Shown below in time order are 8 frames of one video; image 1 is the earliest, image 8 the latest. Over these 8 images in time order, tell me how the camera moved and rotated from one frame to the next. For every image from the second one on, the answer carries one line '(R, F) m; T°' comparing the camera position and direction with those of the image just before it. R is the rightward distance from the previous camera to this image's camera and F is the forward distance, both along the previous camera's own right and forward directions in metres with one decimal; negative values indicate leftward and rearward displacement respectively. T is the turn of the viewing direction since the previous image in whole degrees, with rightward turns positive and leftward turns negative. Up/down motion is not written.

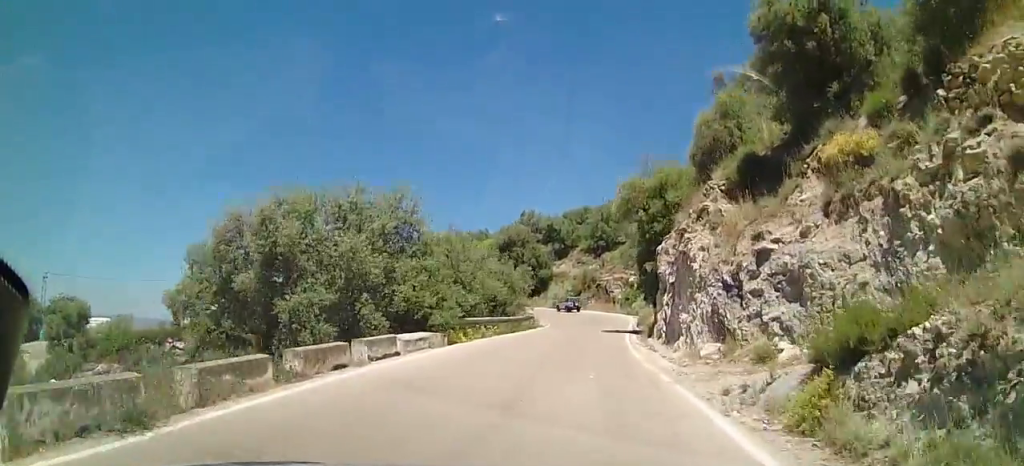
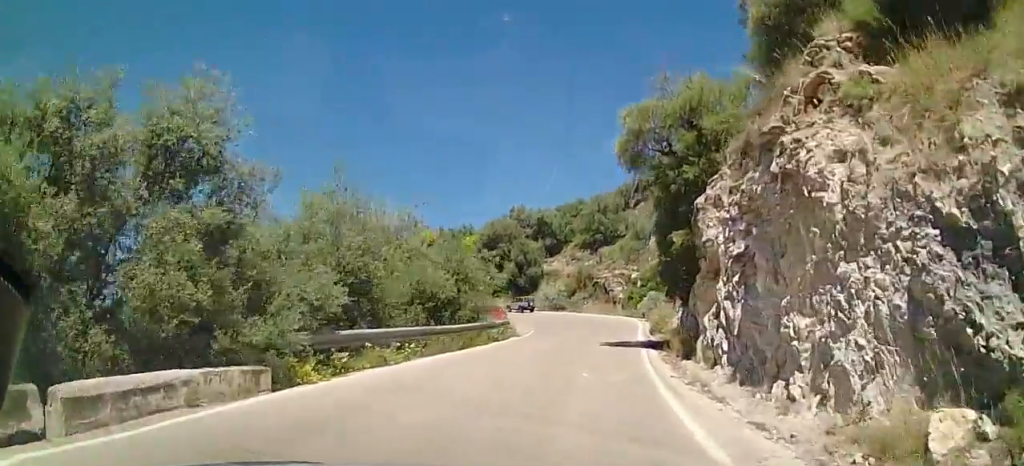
(0.0, +10.4) m; 0°
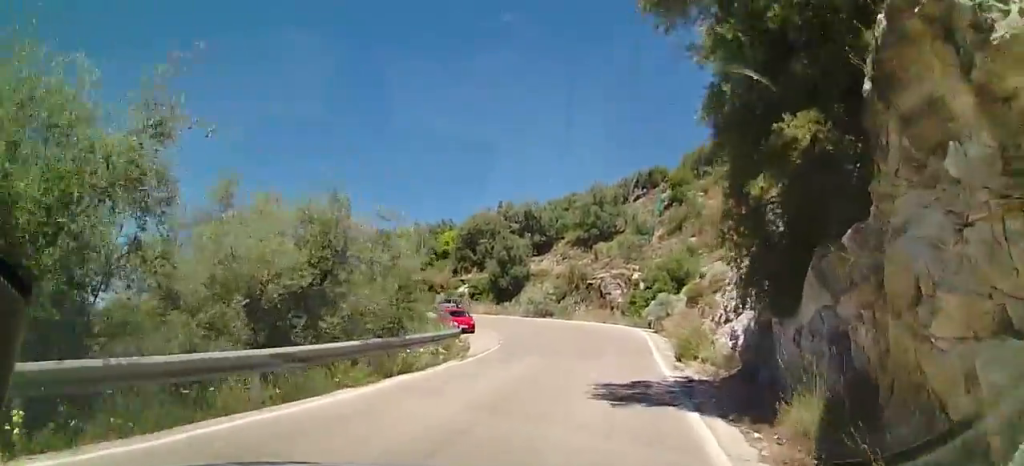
(0.0, +10.3) m; +1°
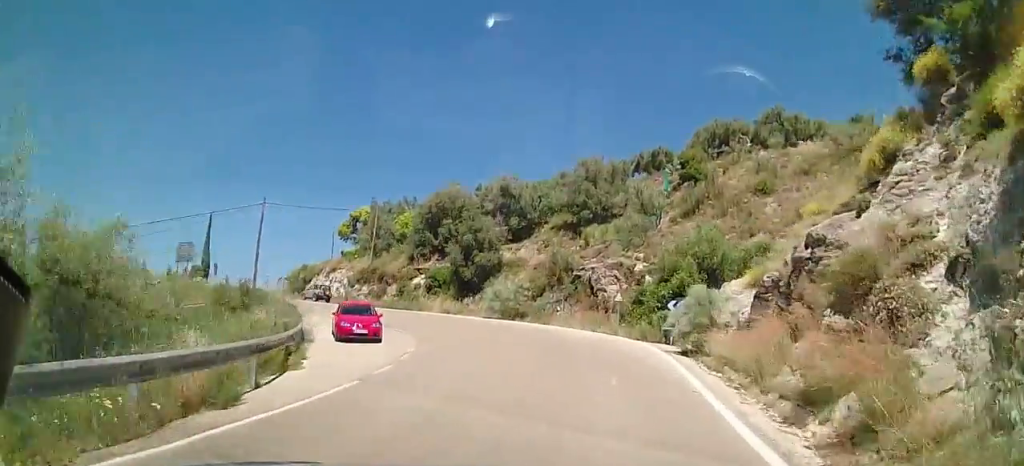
(+0.1, +14.4) m; 0°
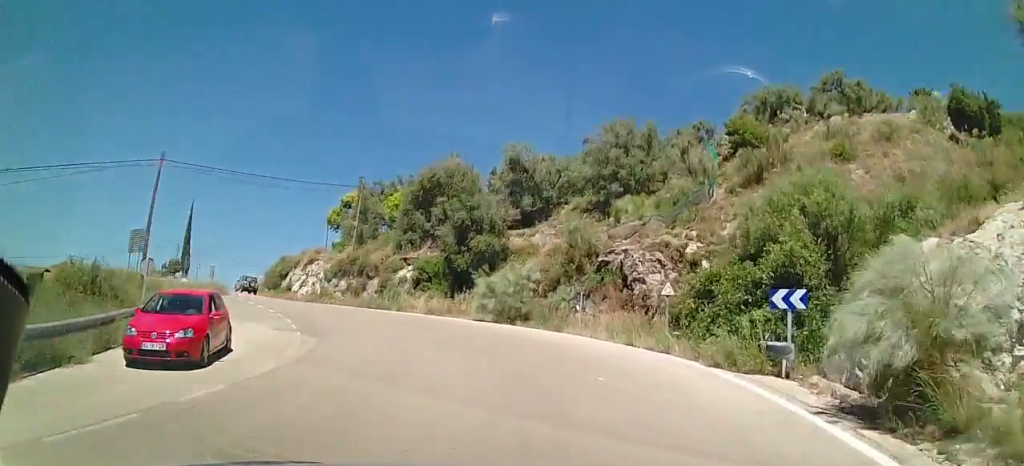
(0.0, +11.8) m; -3°
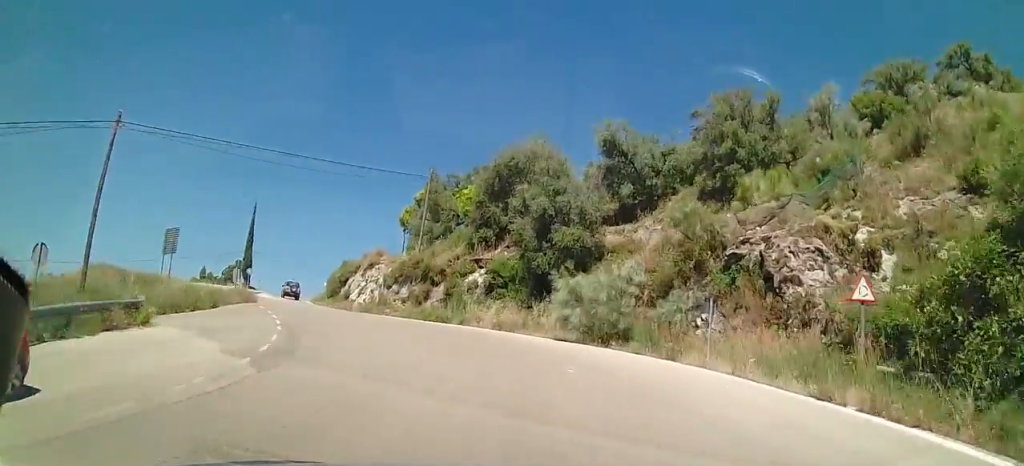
(-0.4, +8.6) m; -9°
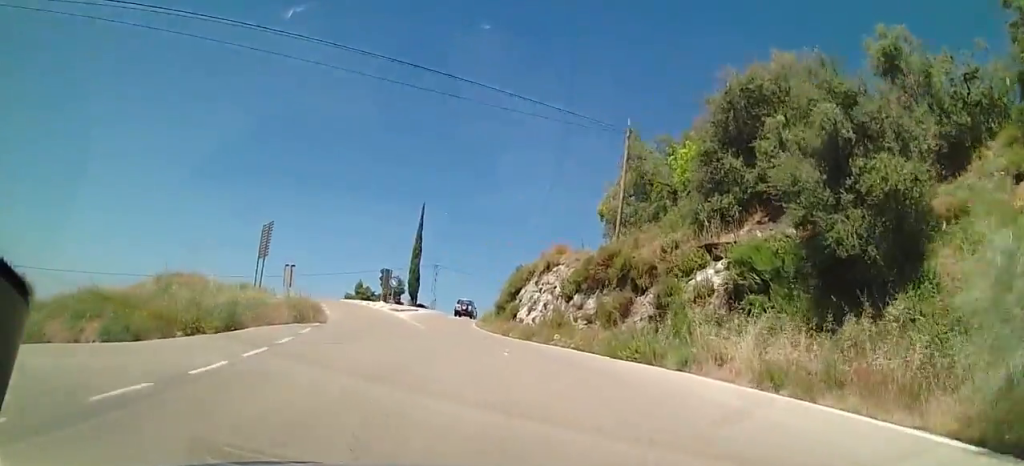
(-3.0, +14.7) m; -27°
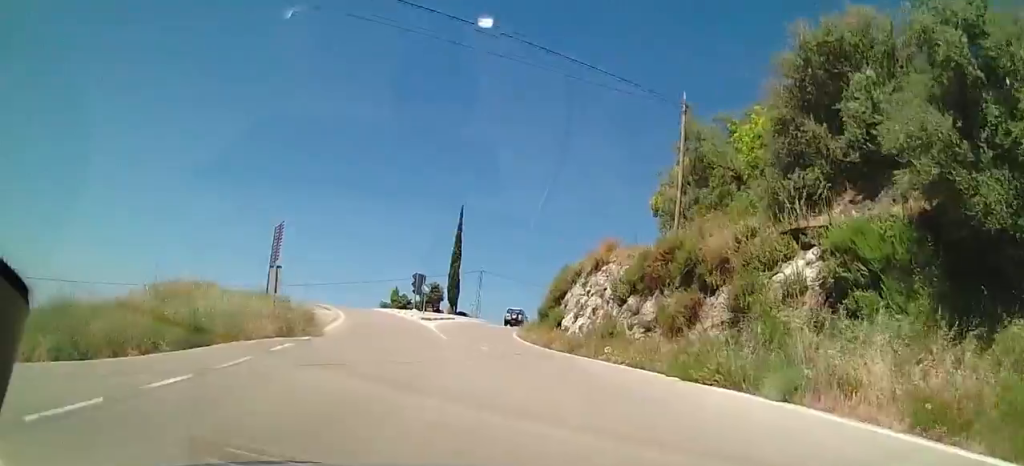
(-0.6, +4.1) m; -6°
